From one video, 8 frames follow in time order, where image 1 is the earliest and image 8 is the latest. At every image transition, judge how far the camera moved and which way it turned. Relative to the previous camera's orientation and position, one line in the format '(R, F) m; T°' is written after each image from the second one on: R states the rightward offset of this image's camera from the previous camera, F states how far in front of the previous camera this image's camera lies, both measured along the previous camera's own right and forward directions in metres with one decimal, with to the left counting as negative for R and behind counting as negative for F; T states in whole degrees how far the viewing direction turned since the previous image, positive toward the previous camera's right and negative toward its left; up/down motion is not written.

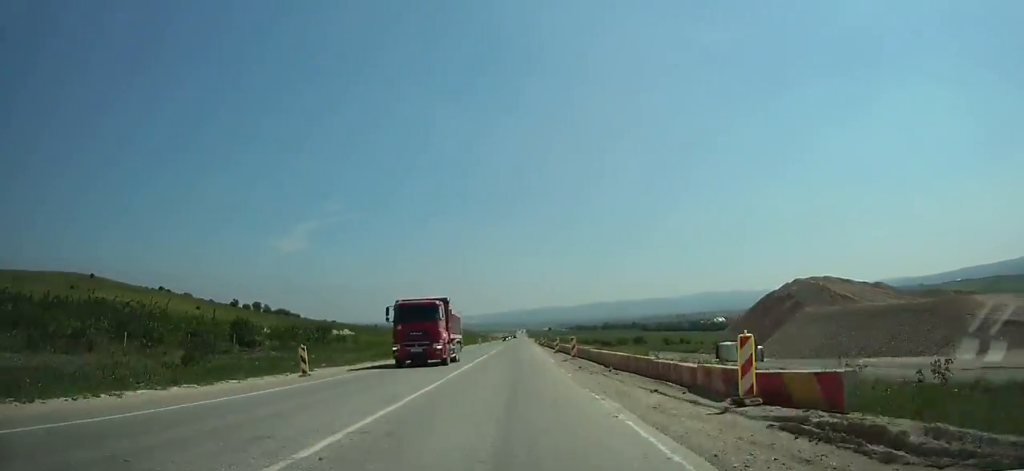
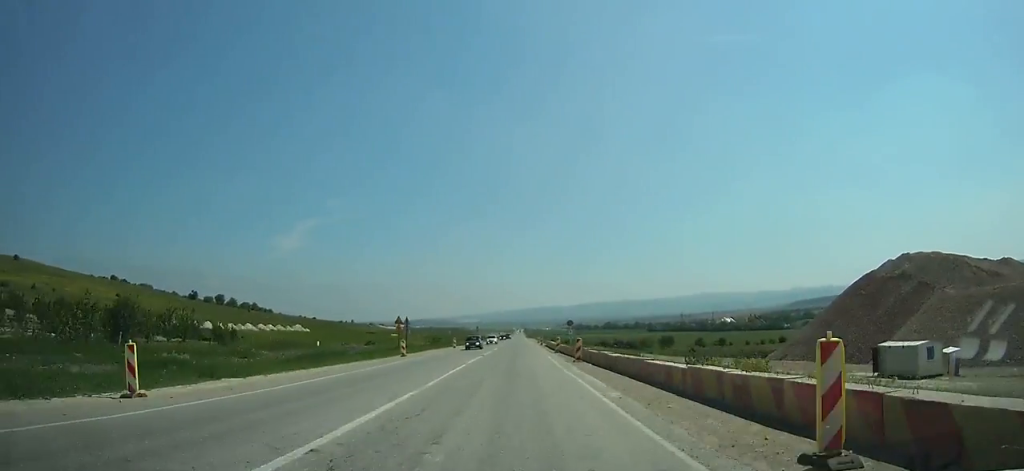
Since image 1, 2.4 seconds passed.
(-0.1, +41.0) m; 0°
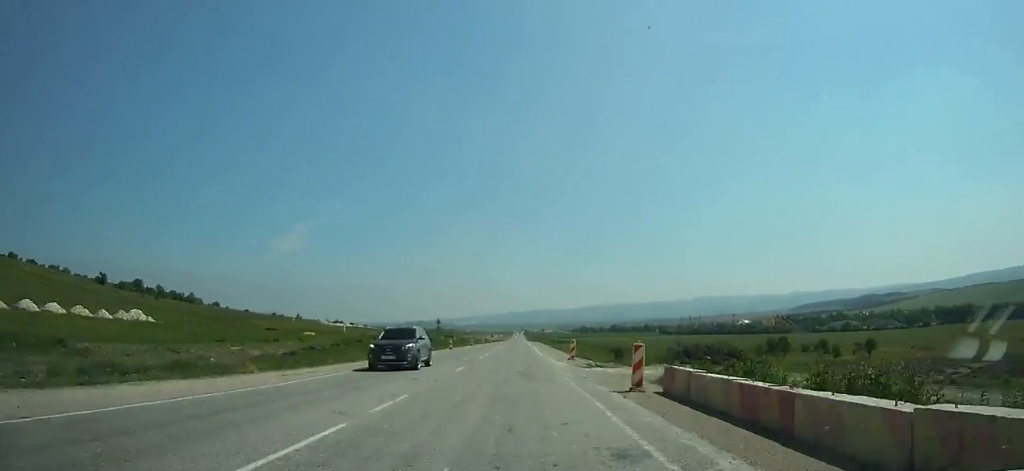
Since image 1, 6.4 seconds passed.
(0.0, +68.7) m; 0°
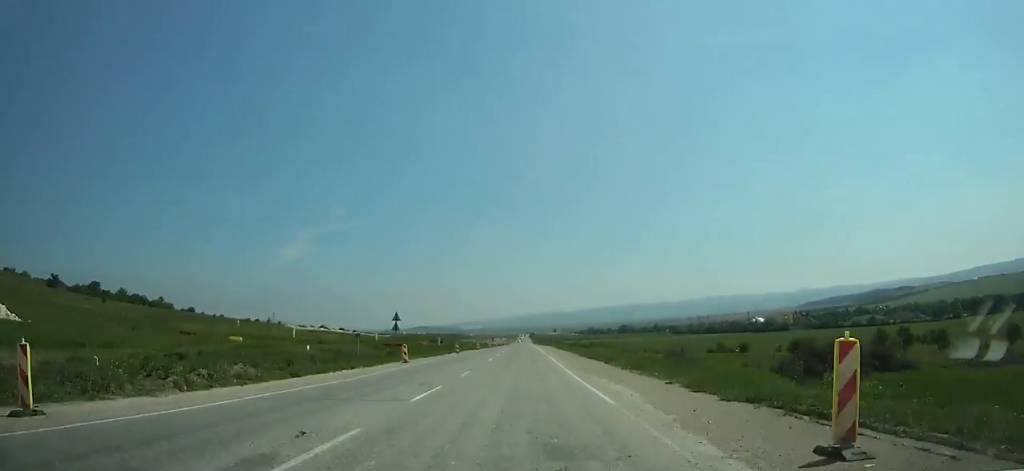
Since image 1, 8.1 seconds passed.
(0.0, +29.4) m; 0°
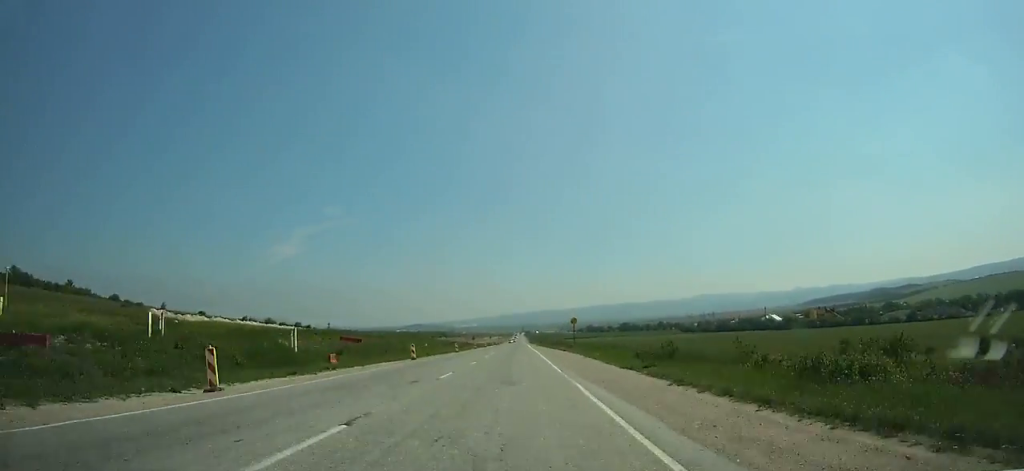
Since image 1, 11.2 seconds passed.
(-0.1, +54.3) m; 0°
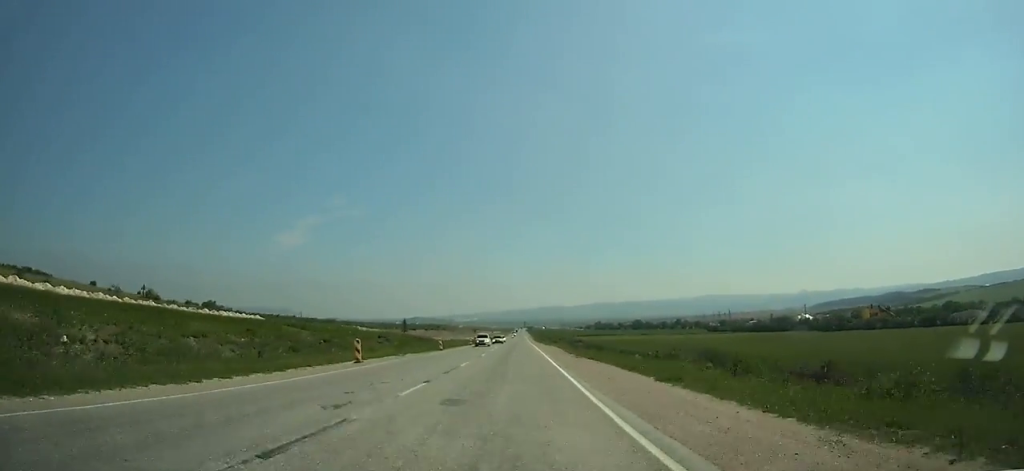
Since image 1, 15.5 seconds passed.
(0.0, +77.0) m; 0°
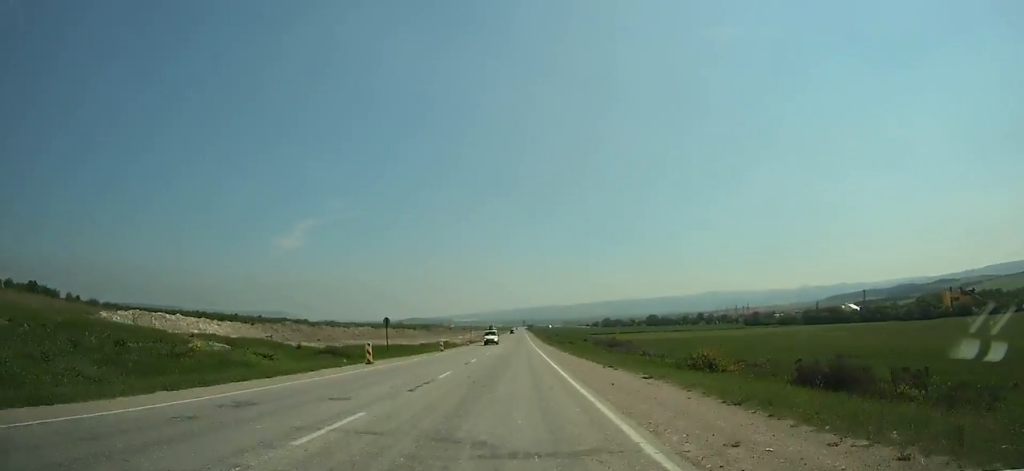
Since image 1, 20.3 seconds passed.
(+0.1, +88.3) m; 0°
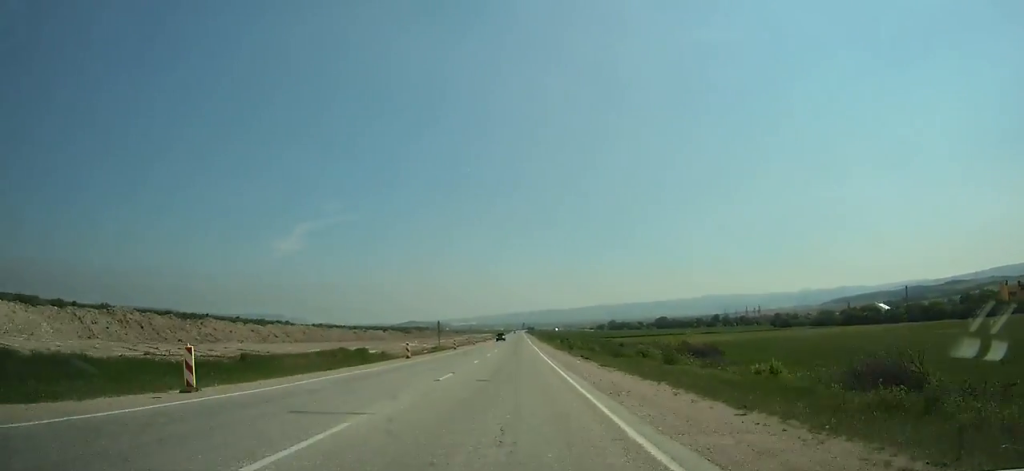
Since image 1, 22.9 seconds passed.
(0.0, +48.7) m; 0°
